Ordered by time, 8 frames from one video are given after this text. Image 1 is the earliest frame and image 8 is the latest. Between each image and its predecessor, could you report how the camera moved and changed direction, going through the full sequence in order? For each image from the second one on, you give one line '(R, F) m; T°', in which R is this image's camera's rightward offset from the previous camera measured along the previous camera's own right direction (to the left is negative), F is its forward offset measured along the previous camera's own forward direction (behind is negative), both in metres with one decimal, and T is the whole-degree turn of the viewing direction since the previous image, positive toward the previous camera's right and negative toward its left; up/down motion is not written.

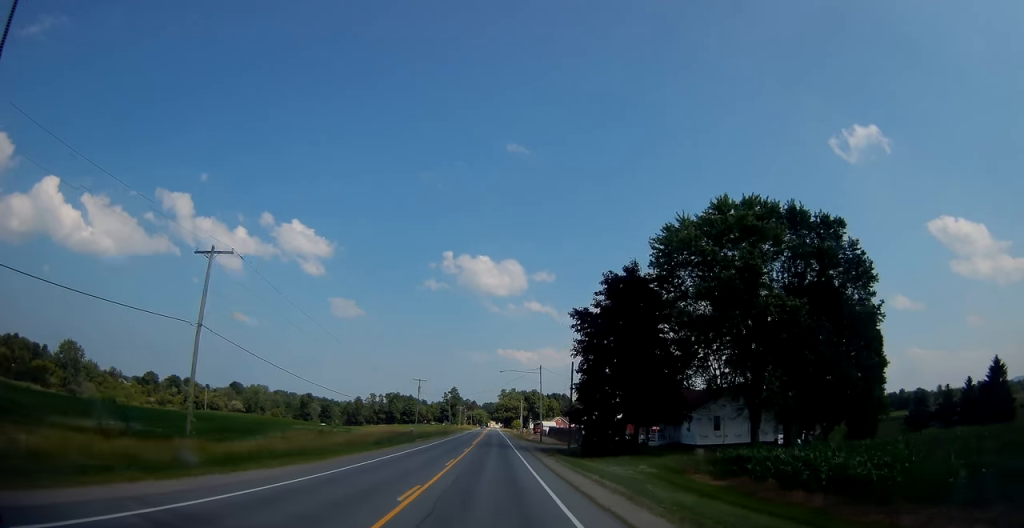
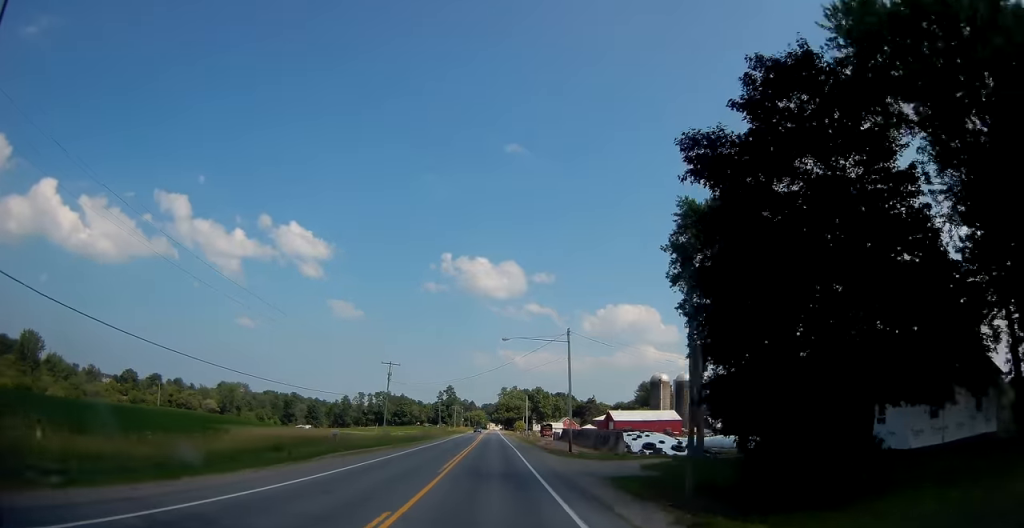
(0.0, +29.4) m; 0°
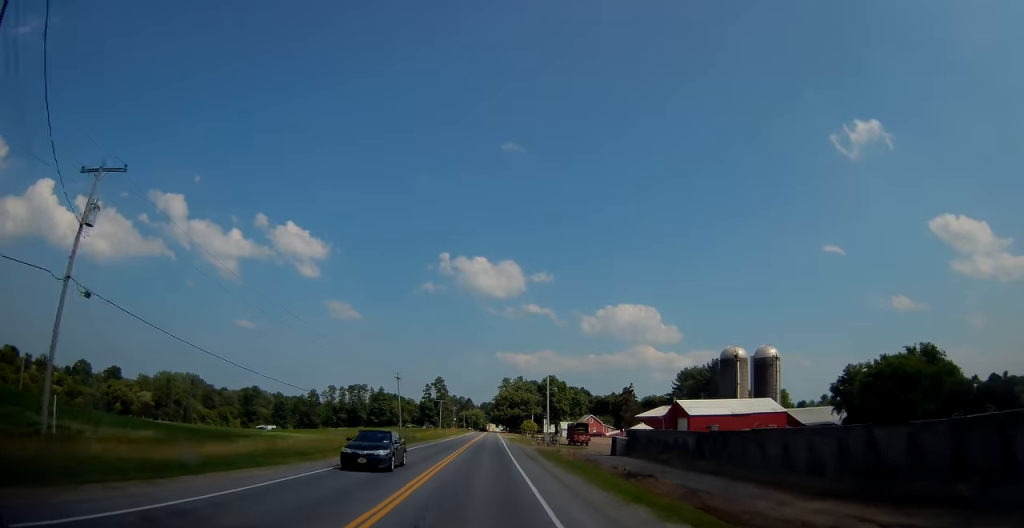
(+0.2, +58.7) m; 0°
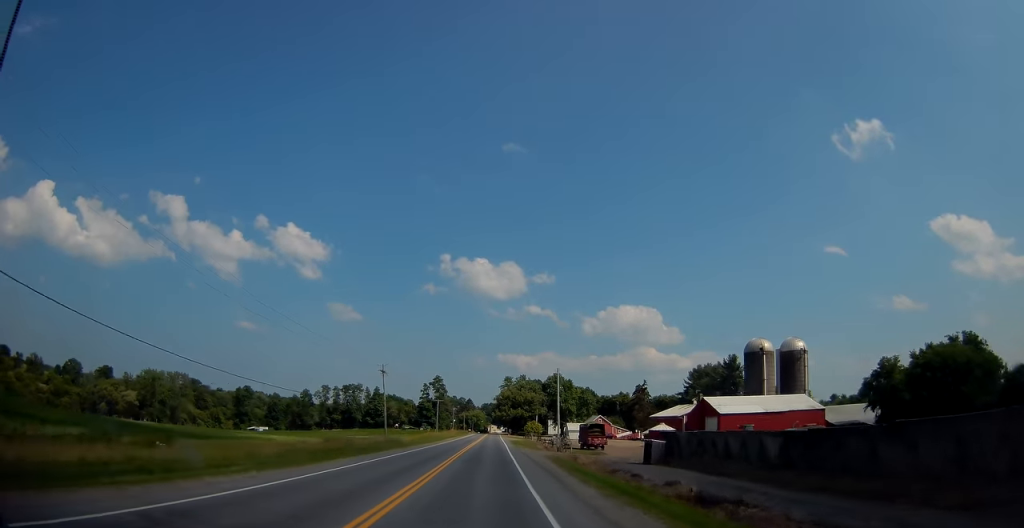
(0.0, +12.1) m; 0°
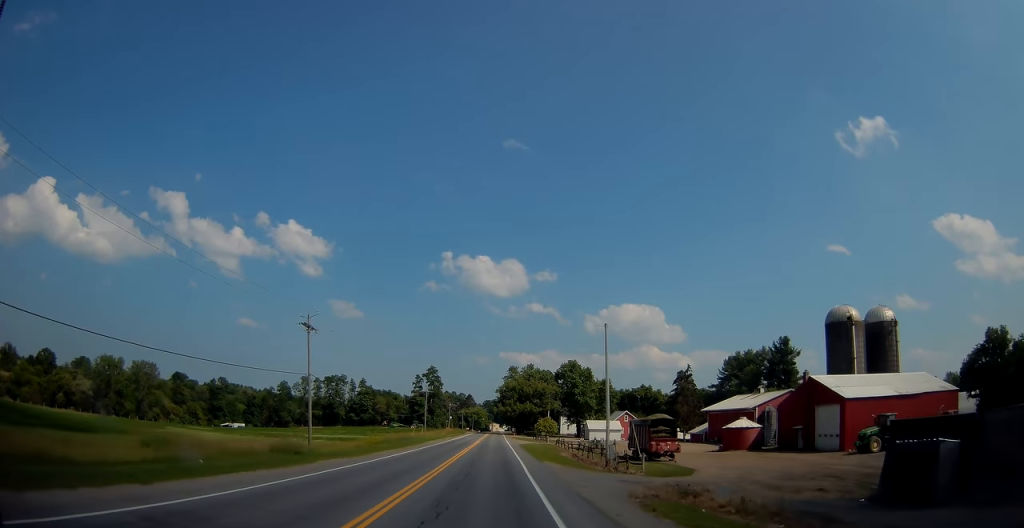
(-0.2, +30.0) m; -1°
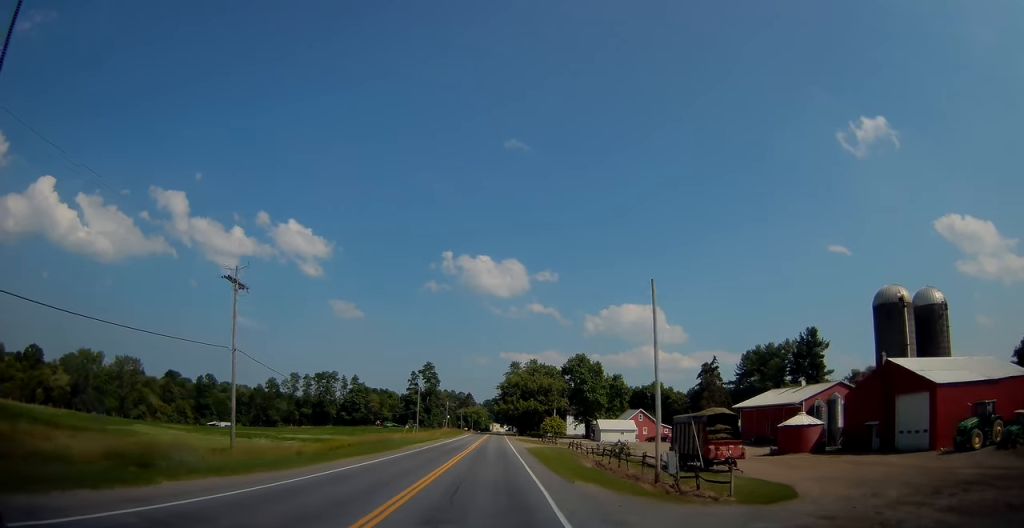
(0.0, +12.8) m; 0°
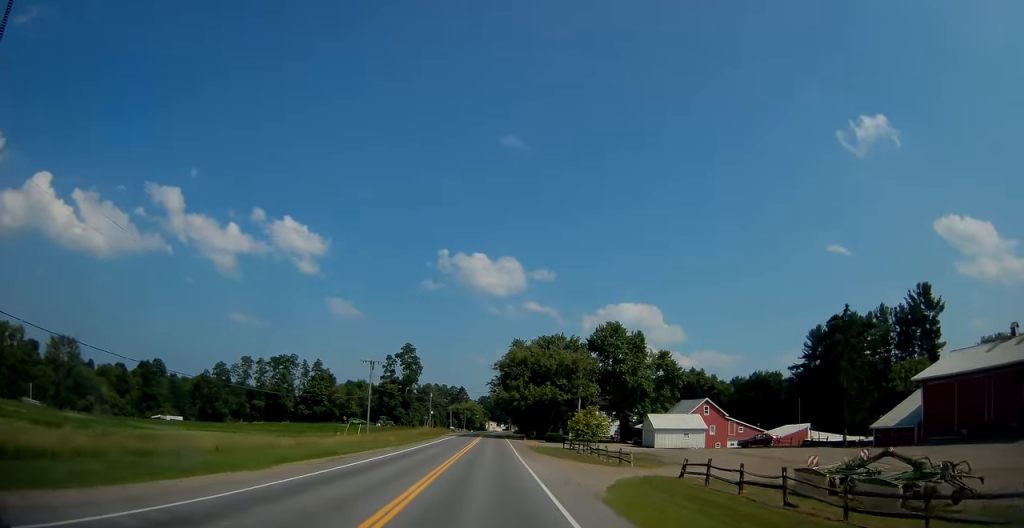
(+0.2, +40.1) m; +1°
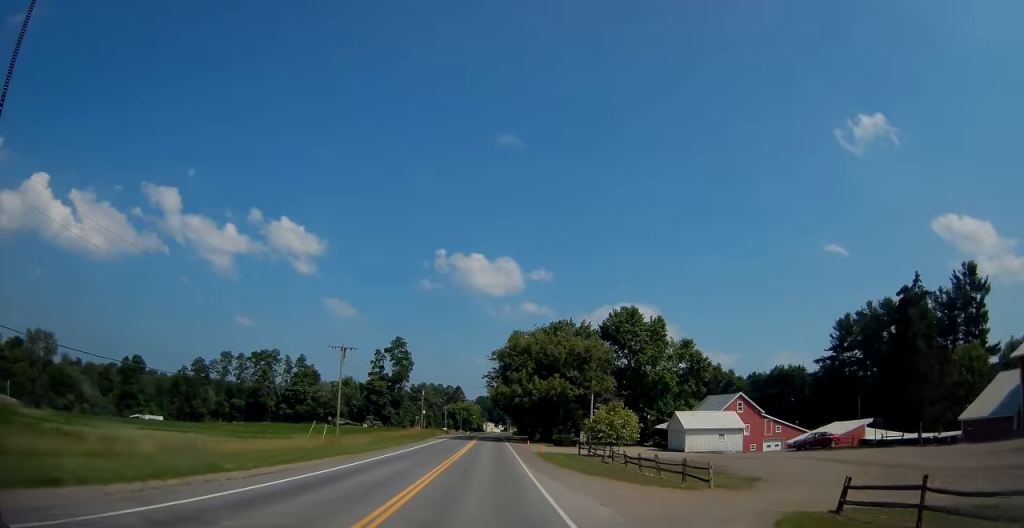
(+0.3, +12.7) m; 0°
